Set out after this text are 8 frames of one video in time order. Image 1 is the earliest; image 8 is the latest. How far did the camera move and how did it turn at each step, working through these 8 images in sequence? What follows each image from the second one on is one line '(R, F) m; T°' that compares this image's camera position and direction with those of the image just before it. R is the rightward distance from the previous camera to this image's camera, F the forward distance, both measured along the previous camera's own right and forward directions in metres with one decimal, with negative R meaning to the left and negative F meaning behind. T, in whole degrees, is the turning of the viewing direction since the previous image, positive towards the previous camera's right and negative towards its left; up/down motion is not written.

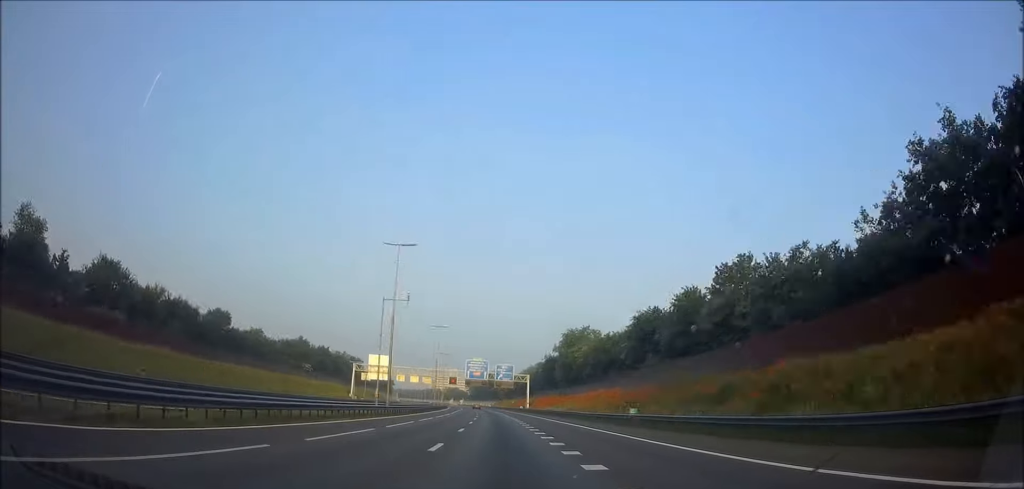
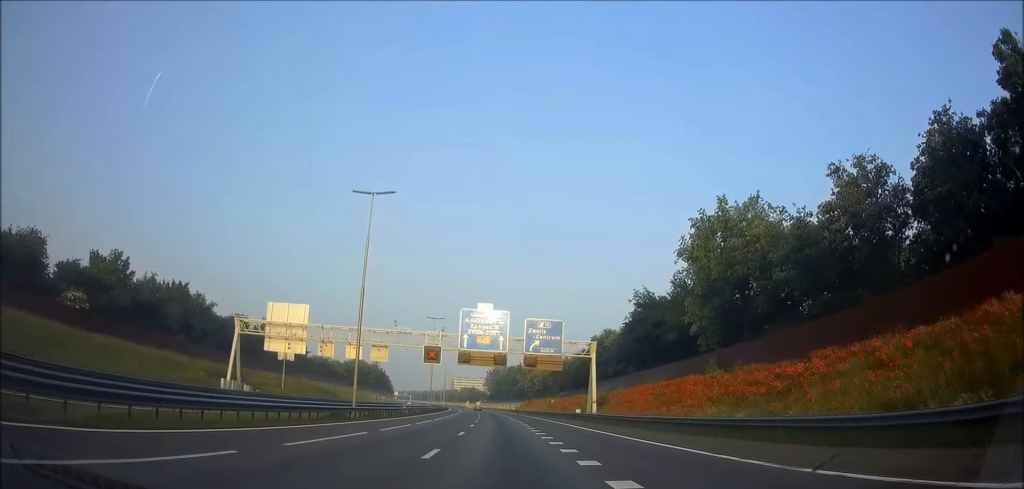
(-1.1, +72.9) m; -2°
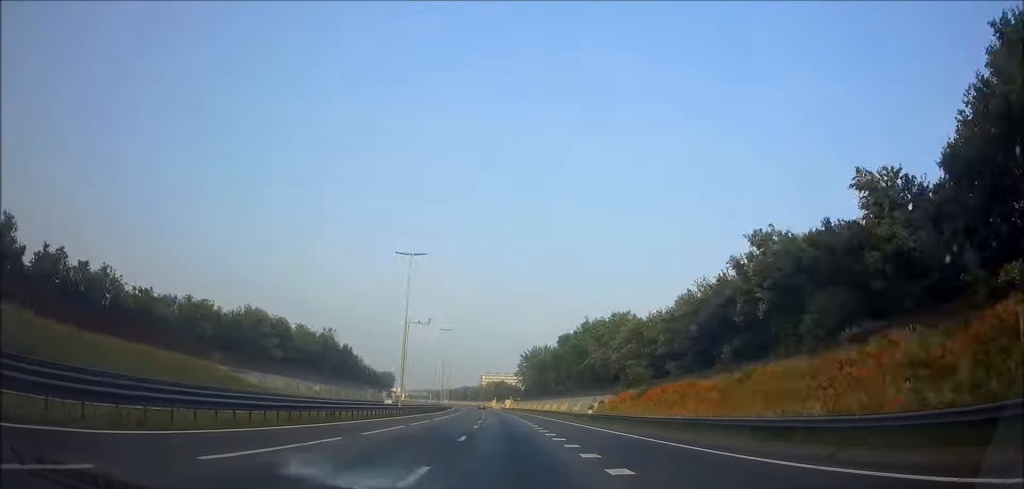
(-2.6, +99.5) m; -3°
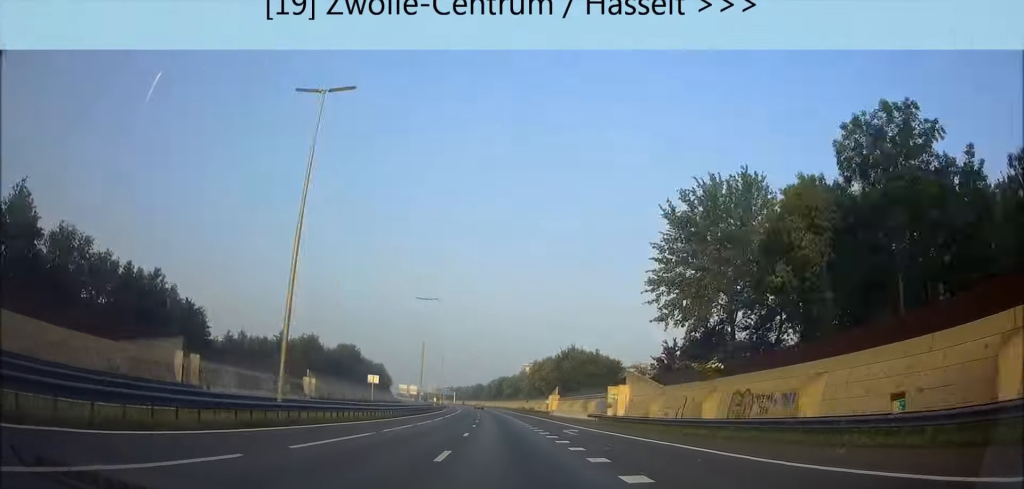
(-5.5, +149.1) m; -5°
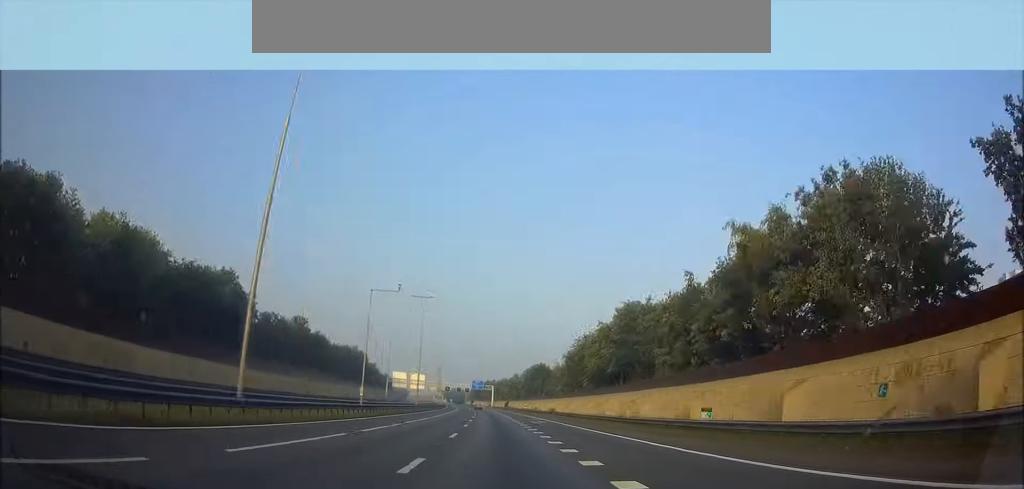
(-8.4, +180.7) m; -5°
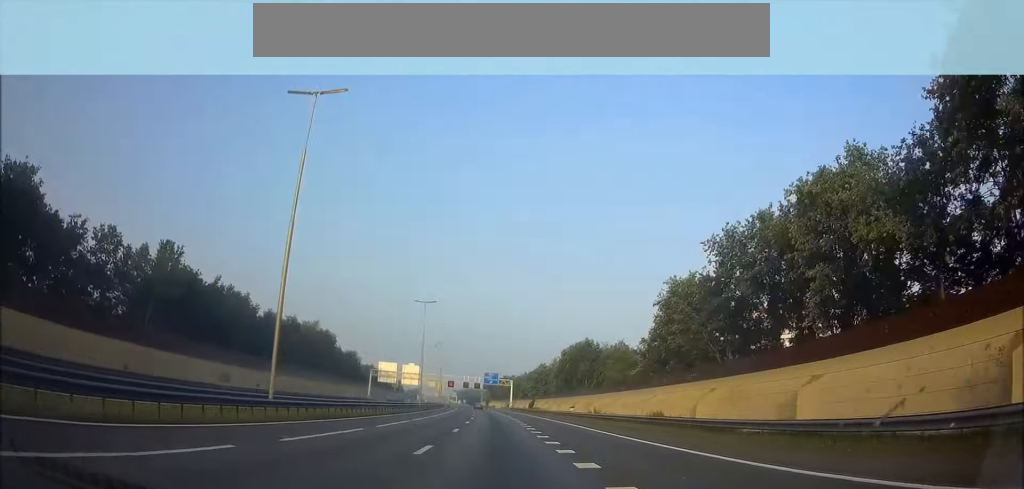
(+0.1, +54.0) m; -1°
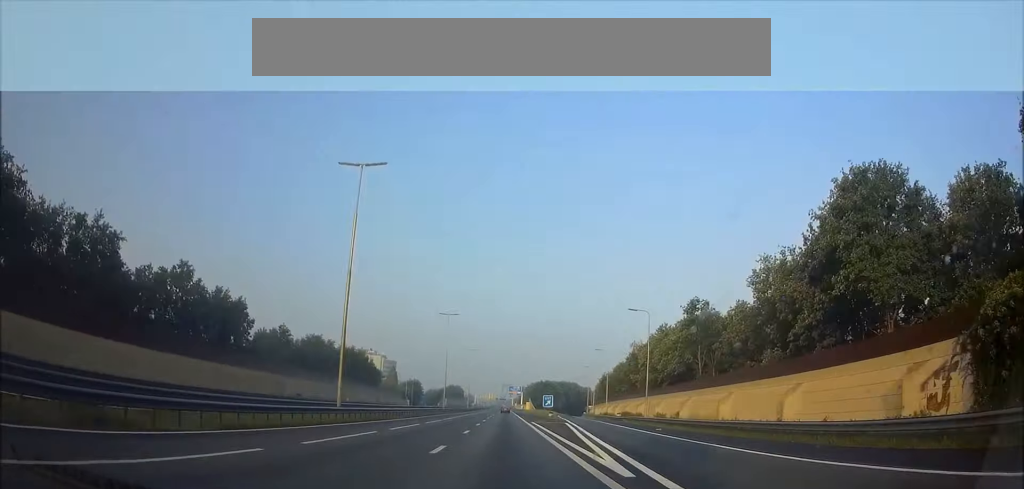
(-18.4, +286.1) m; -5°
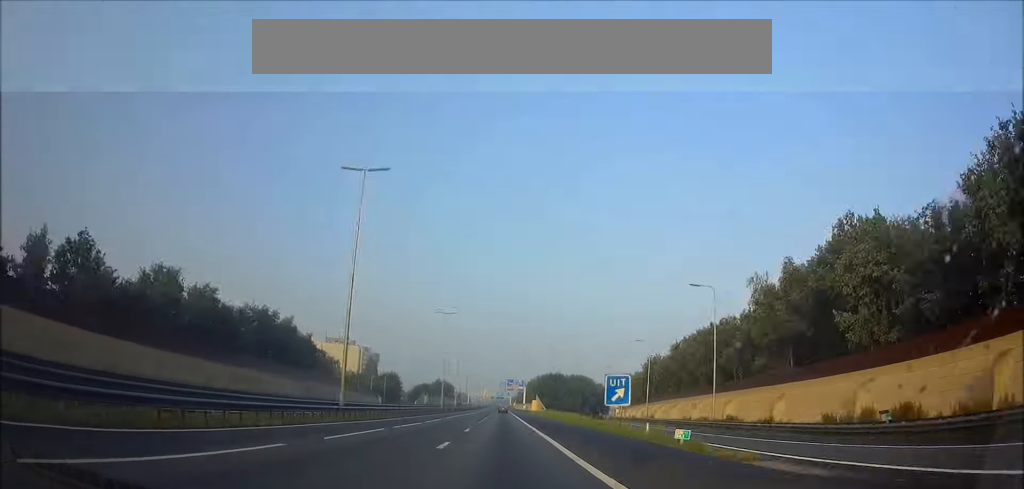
(-0.6, +58.2) m; 0°
